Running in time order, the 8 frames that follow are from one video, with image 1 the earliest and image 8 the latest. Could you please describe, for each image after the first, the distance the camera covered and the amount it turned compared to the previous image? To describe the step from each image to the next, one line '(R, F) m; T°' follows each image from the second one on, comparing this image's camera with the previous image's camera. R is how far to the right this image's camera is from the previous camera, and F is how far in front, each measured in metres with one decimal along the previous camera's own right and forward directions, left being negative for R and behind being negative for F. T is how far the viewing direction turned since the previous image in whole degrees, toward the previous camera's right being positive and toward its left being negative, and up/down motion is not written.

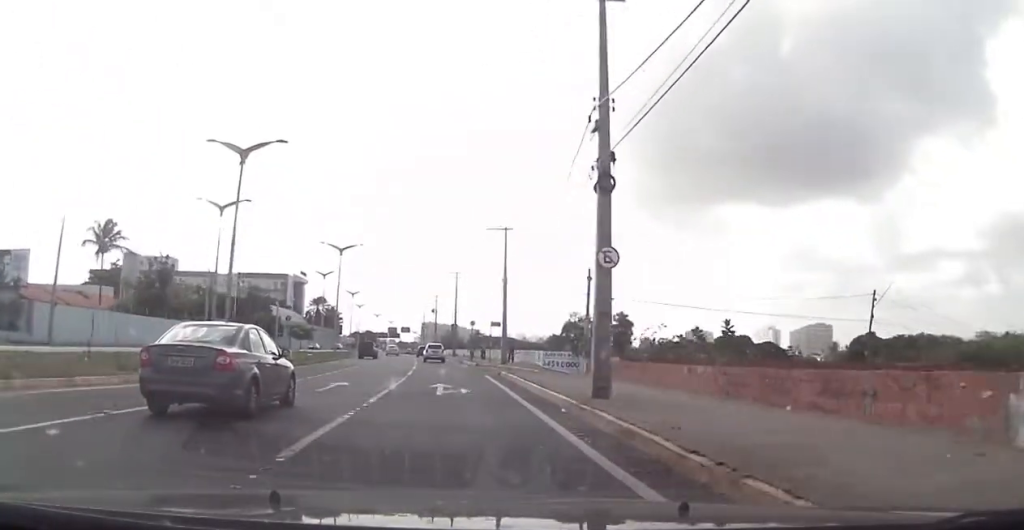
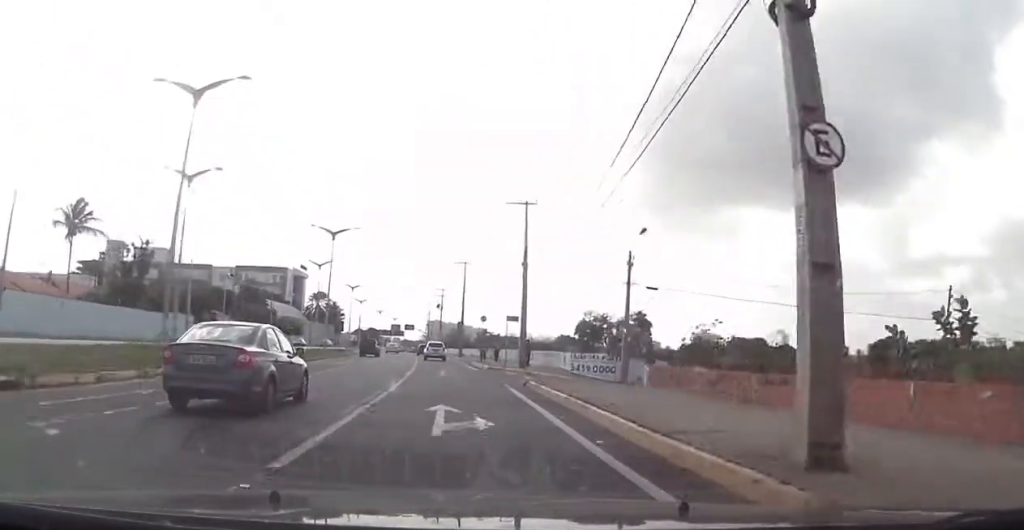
(0.0, +8.6) m; -1°
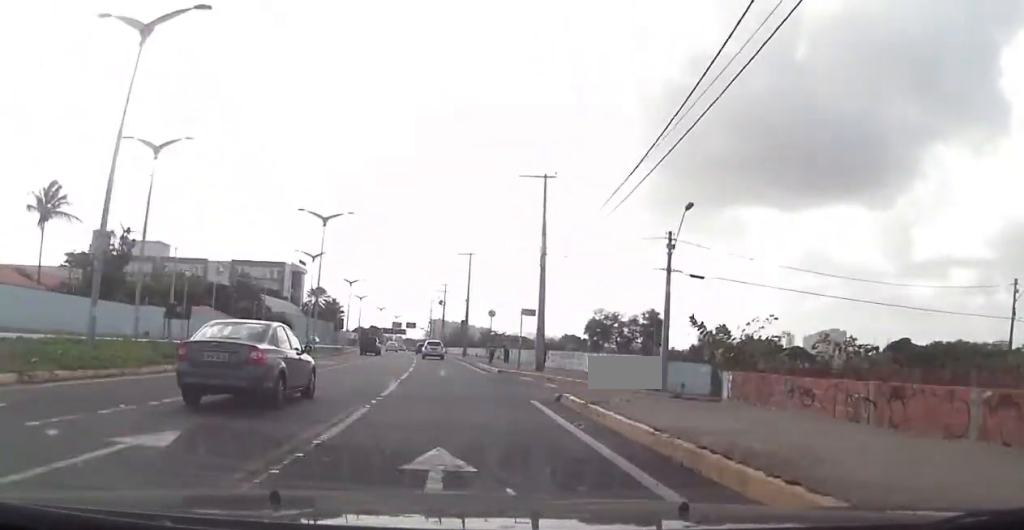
(+0.1, +6.2) m; -1°
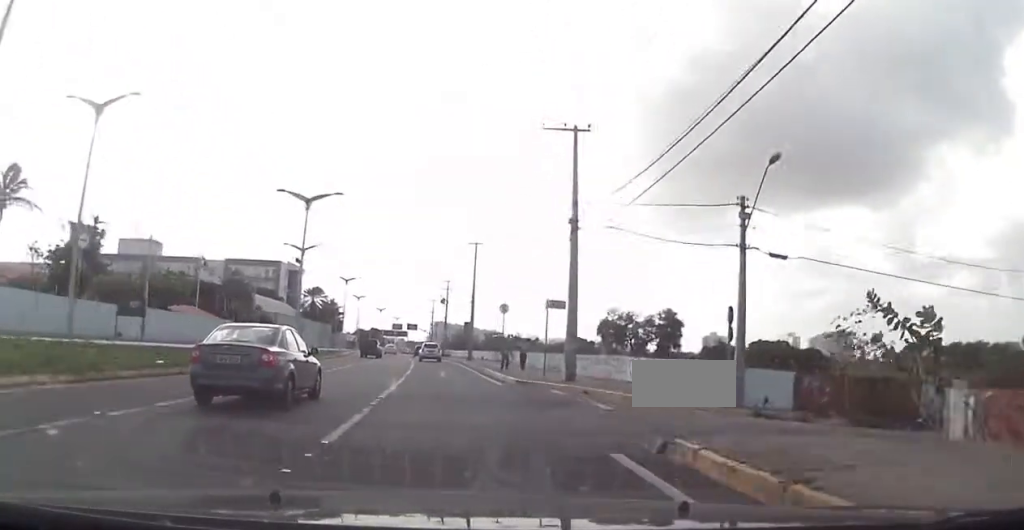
(-0.2, +7.6) m; -1°
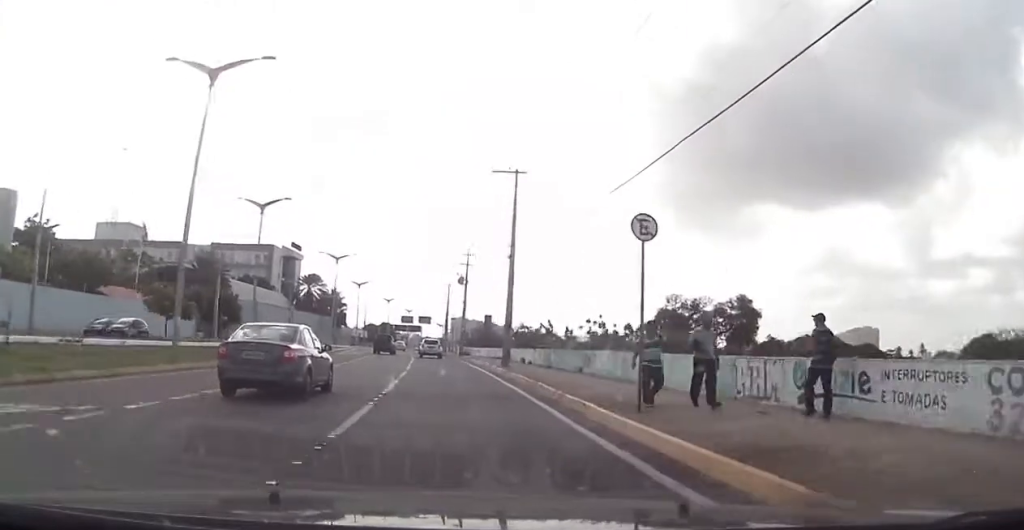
(-0.5, +22.9) m; +1°
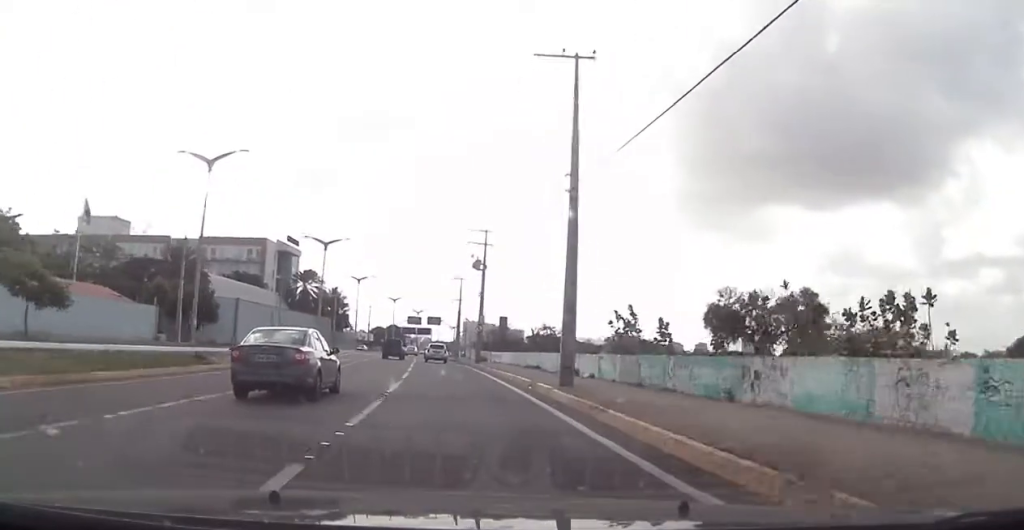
(+0.5, +14.5) m; -2°
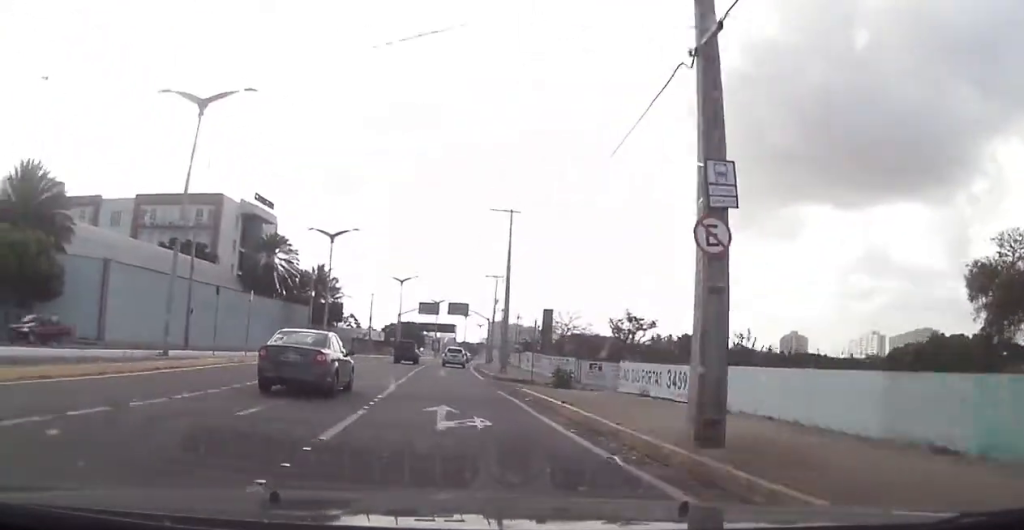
(-1.1, +41.0) m; -2°
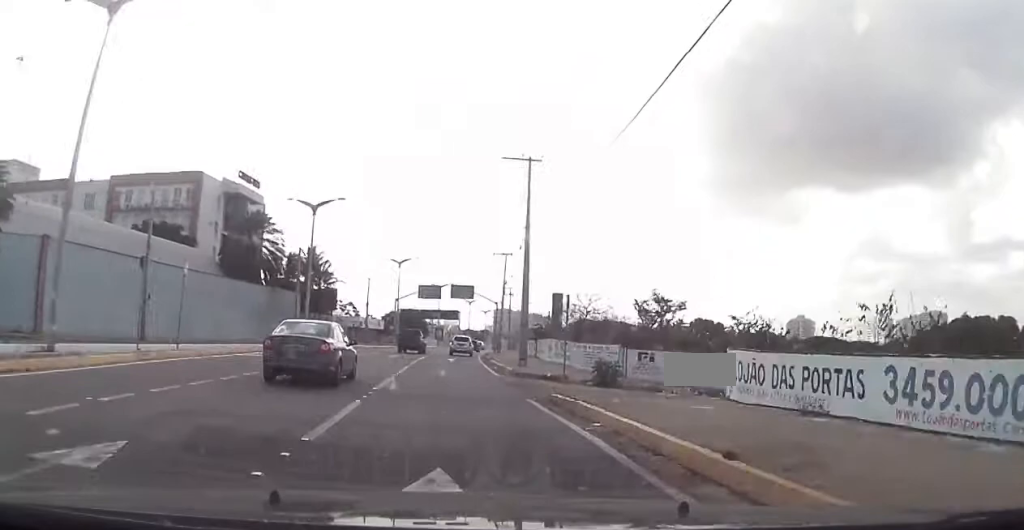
(-0.2, +9.0) m; -1°
